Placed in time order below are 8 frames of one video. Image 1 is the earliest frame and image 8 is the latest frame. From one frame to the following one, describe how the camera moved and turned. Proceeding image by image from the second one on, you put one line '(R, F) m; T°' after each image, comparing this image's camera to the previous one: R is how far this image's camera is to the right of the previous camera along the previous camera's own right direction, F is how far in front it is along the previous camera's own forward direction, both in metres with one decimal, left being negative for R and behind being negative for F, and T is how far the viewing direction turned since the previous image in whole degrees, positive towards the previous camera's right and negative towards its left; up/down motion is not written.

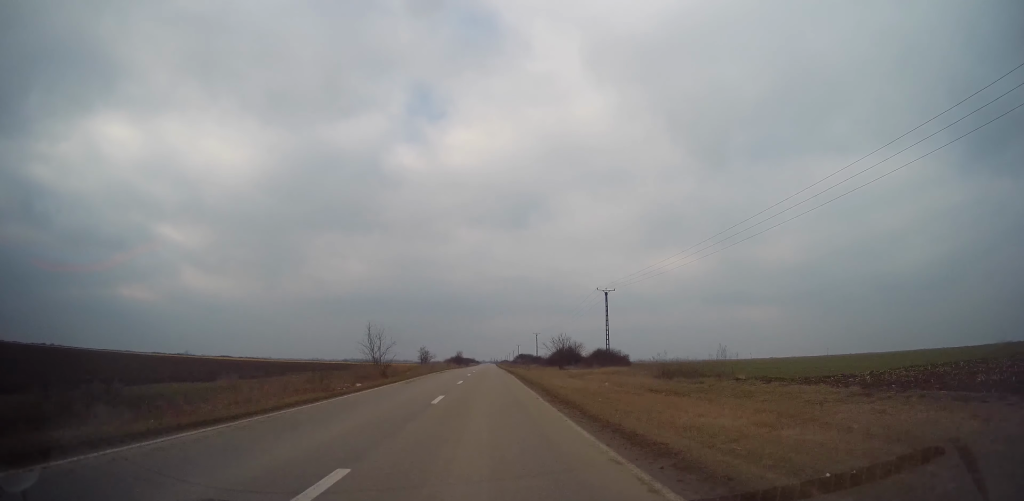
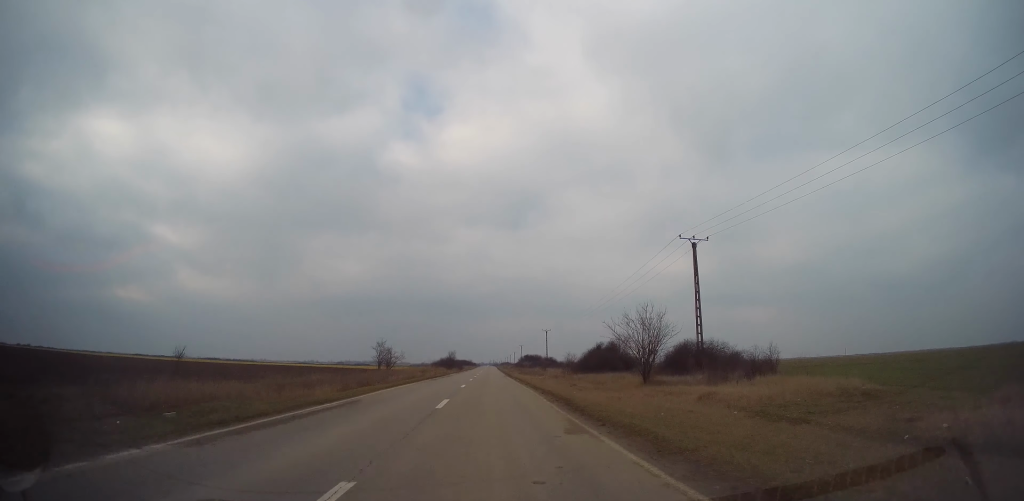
(+0.1, +36.1) m; 0°
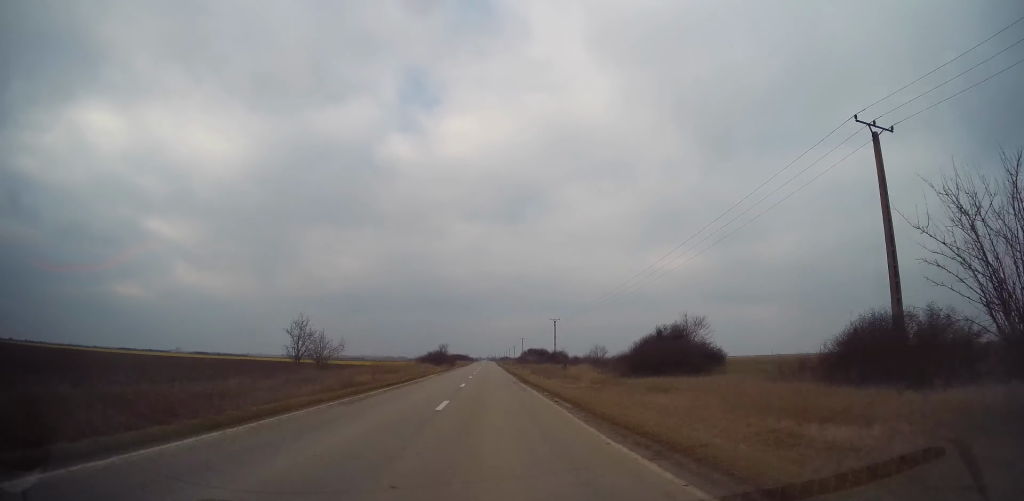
(0.0, +24.5) m; +1°
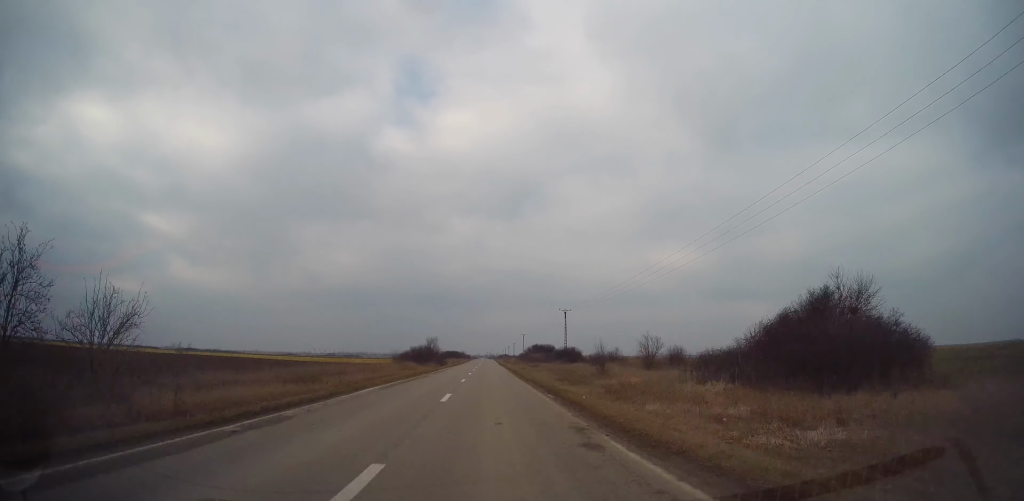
(+0.3, +21.6) m; +1°
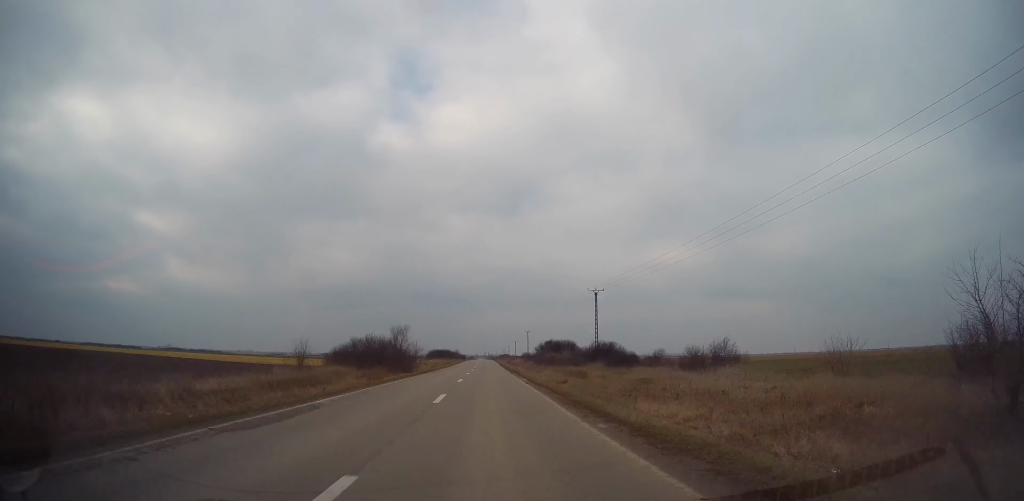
(-0.3, +36.0) m; -1°
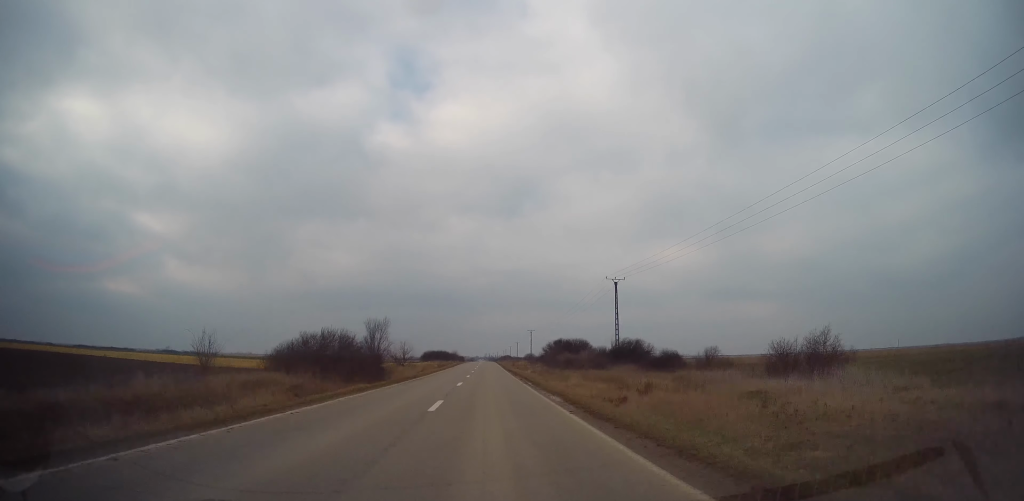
(-0.1, +13.2) m; 0°
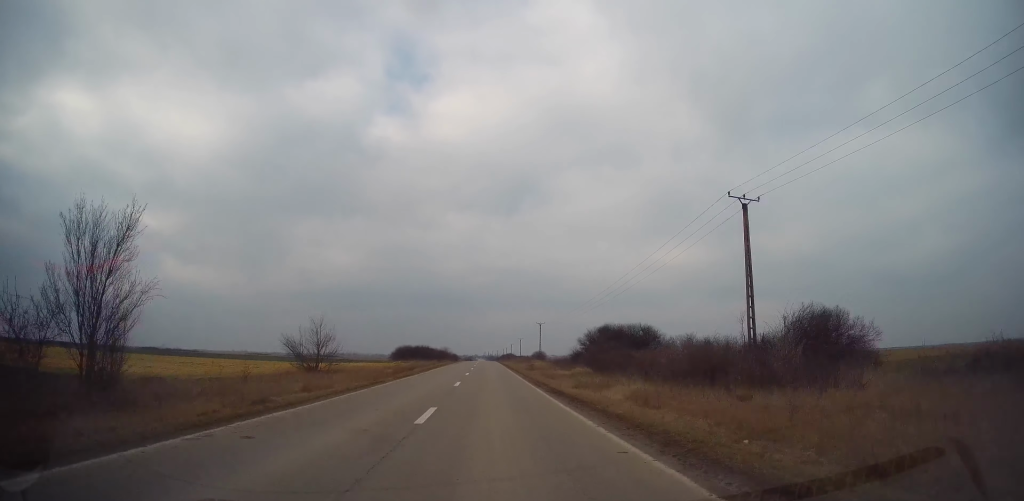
(+0.2, +37.4) m; +1°
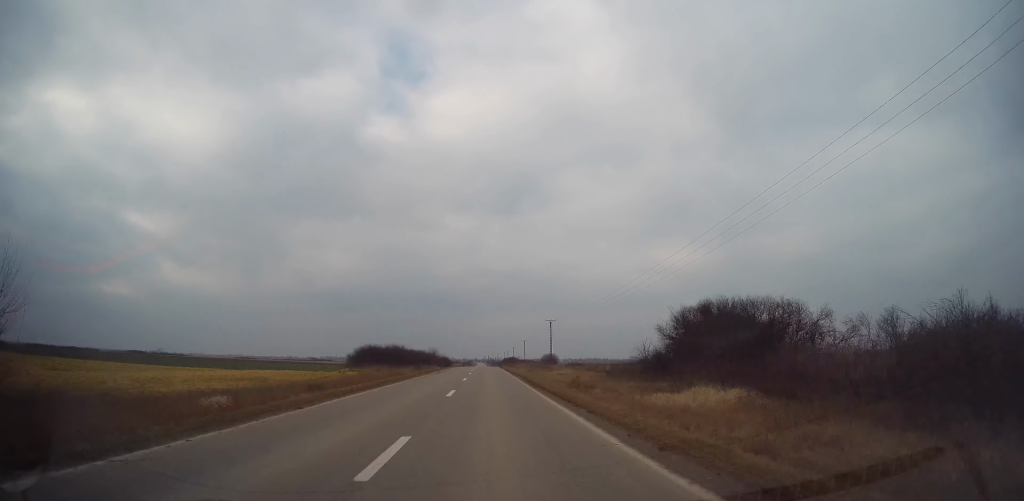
(+0.2, +27.1) m; 0°
